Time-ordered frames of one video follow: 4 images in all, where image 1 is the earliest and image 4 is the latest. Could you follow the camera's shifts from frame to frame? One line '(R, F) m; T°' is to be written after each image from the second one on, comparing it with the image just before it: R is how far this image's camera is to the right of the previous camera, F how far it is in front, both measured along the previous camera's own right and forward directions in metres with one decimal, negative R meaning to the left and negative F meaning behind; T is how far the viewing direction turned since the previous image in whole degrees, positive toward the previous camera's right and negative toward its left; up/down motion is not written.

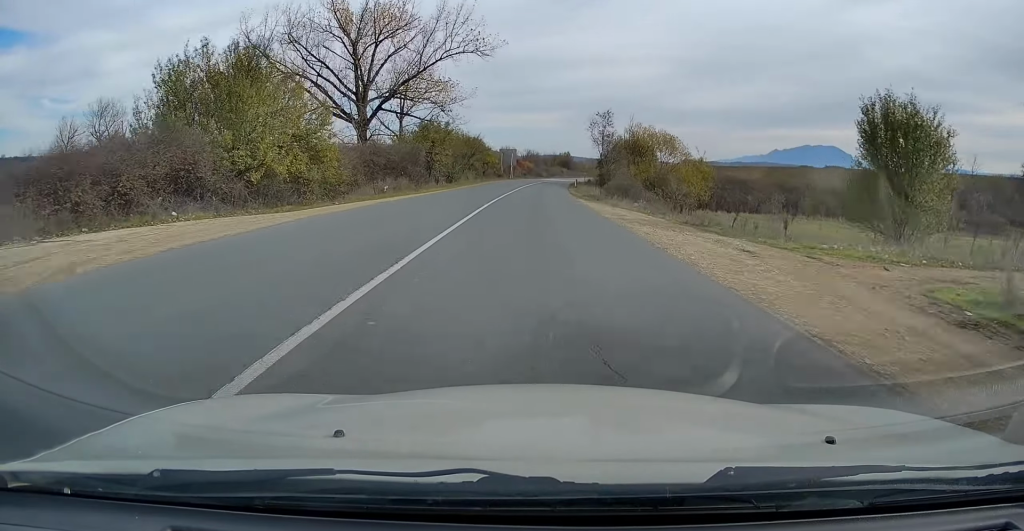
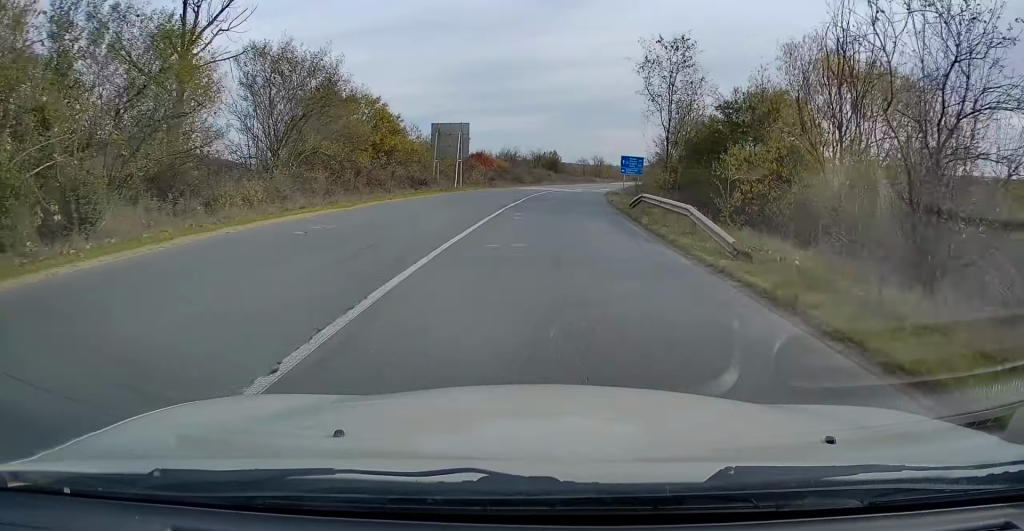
(+1.1, +52.2) m; +3°
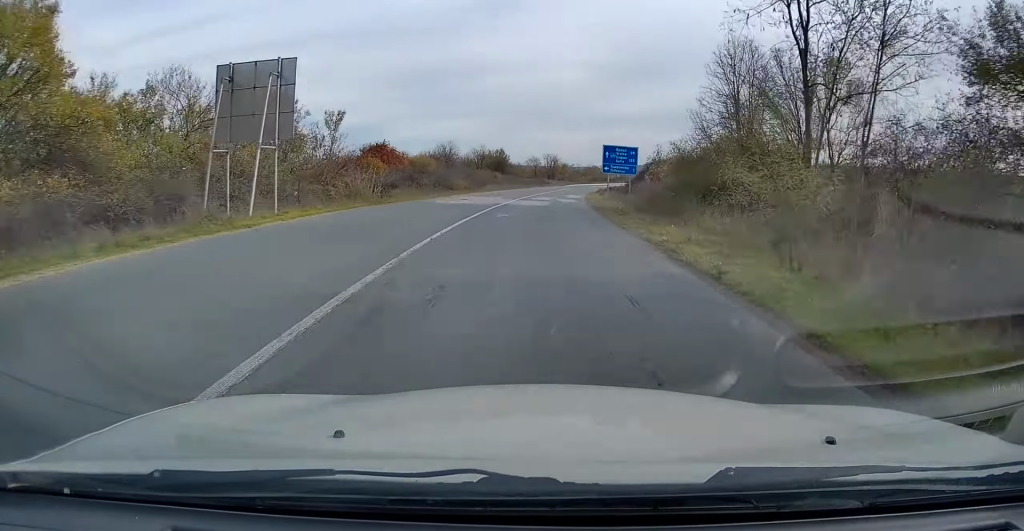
(+0.4, +25.0) m; +3°
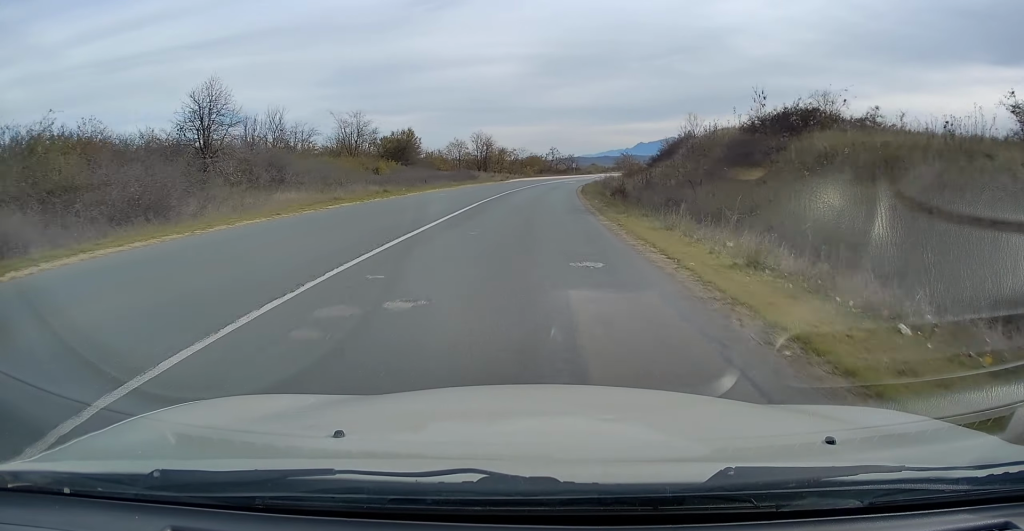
(+2.9, +53.6) m; +6°
